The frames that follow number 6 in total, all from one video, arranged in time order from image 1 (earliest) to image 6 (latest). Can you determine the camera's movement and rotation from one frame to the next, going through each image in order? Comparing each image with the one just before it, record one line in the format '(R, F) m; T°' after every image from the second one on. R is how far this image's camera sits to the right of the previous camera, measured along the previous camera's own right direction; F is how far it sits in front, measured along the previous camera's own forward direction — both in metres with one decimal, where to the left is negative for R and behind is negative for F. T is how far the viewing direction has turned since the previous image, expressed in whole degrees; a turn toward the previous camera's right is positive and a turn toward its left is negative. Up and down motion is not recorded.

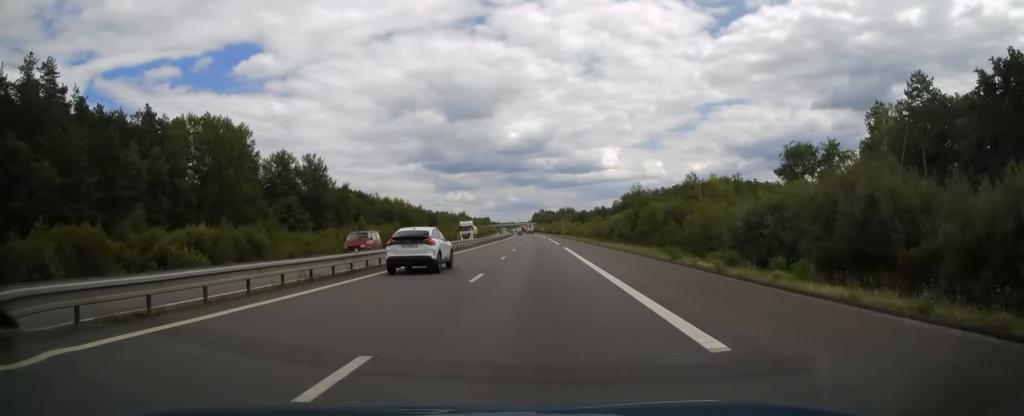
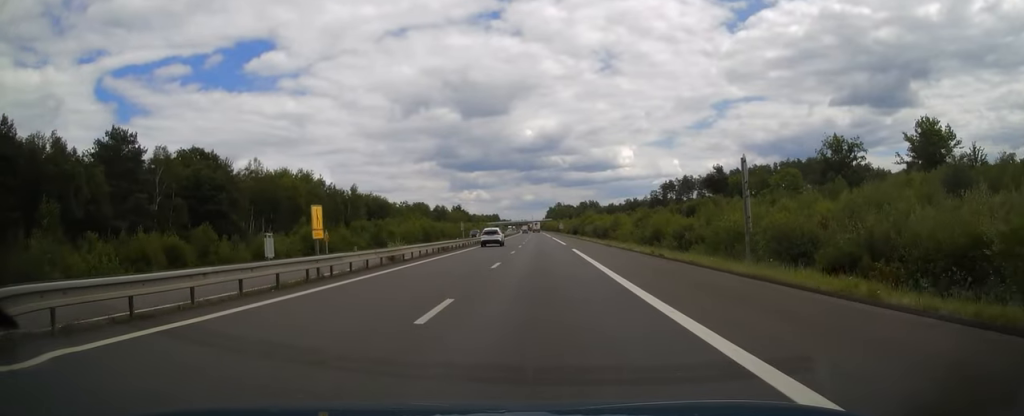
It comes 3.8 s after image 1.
(-1.7, +110.2) m; -1°
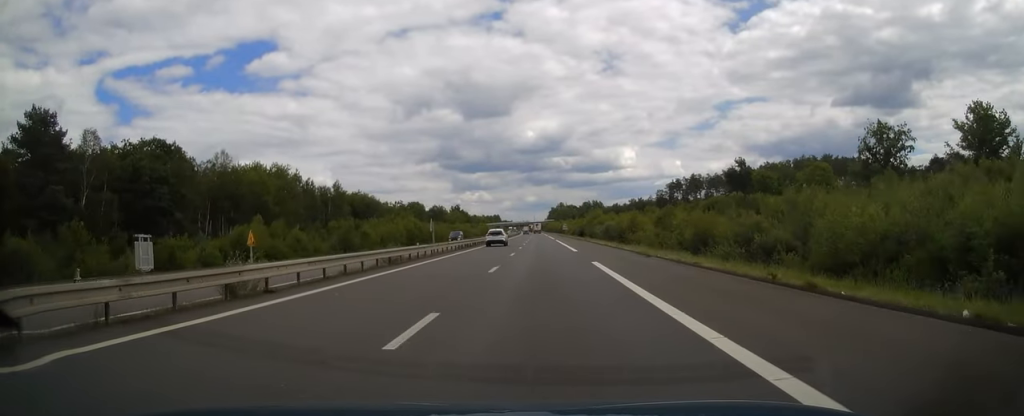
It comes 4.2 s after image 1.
(-0.1, +14.7) m; 0°
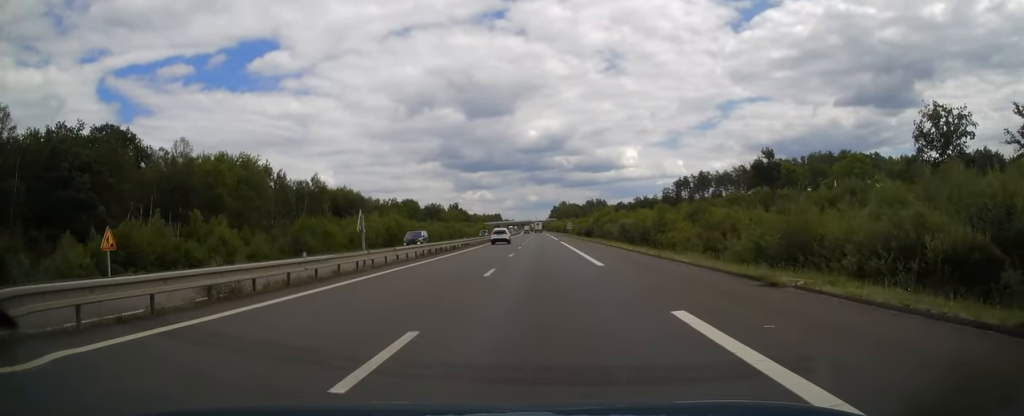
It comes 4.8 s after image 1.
(+0.1, +14.7) m; 0°
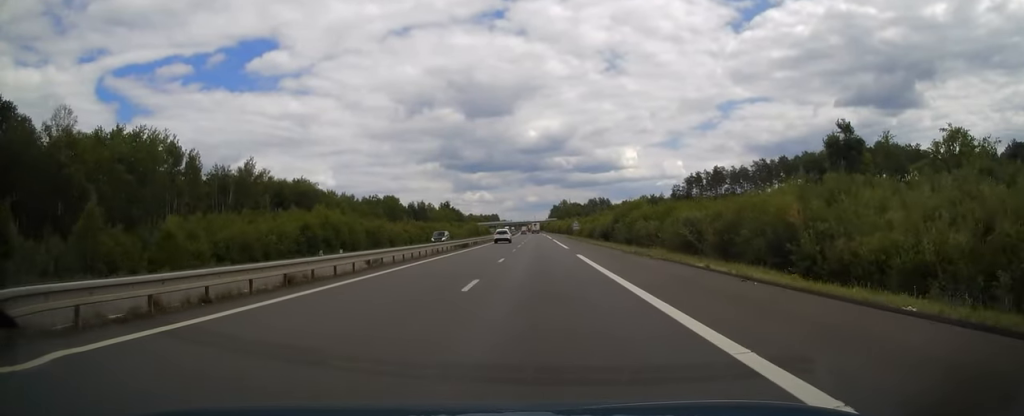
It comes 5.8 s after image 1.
(-0.2, +29.9) m; -1°
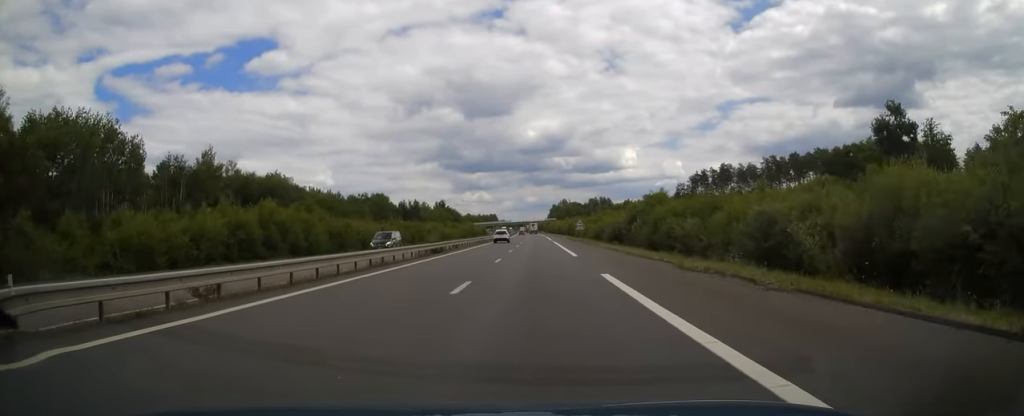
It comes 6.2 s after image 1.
(-0.1, +13.2) m; 0°
